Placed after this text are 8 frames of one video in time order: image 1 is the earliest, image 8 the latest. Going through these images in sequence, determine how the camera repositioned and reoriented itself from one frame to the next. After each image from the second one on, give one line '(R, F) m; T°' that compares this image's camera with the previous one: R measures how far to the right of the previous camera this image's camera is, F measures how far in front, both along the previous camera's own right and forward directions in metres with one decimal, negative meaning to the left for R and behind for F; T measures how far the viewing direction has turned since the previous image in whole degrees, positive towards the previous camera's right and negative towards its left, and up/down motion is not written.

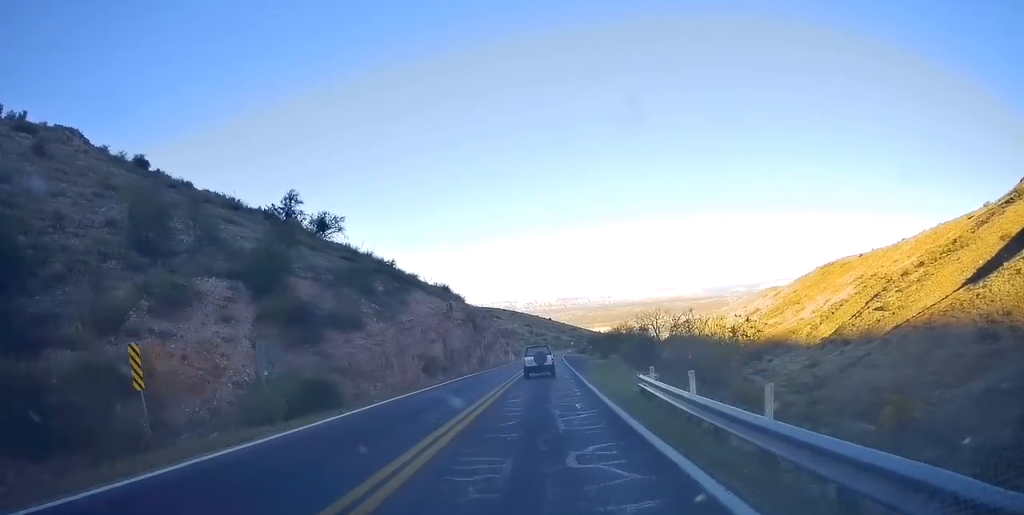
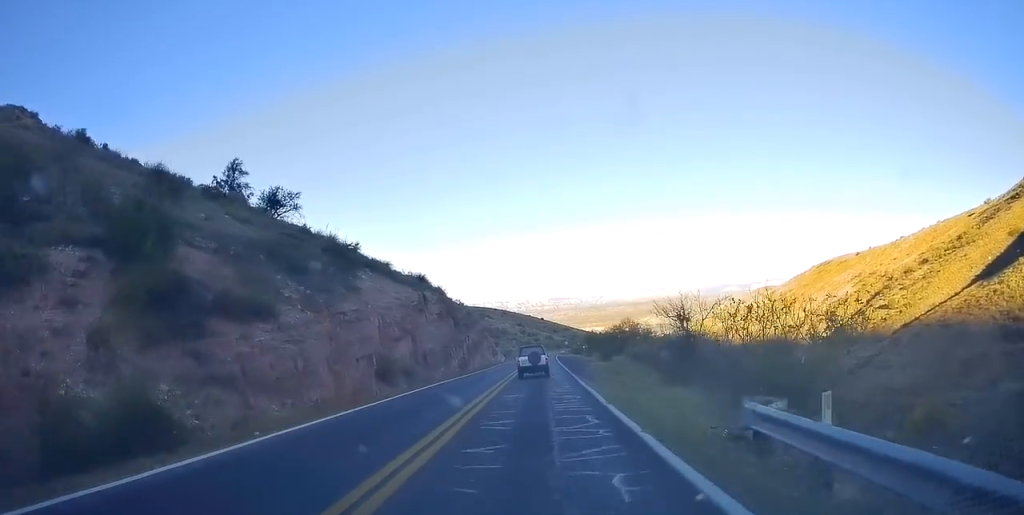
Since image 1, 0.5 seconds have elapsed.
(+0.1, +8.9) m; 0°
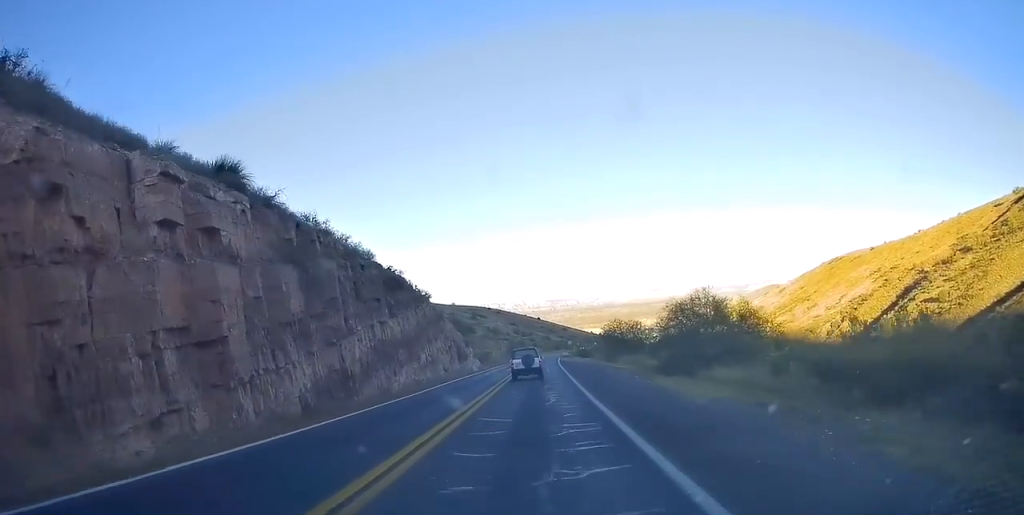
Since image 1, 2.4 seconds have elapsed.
(-0.1, +33.9) m; -1°
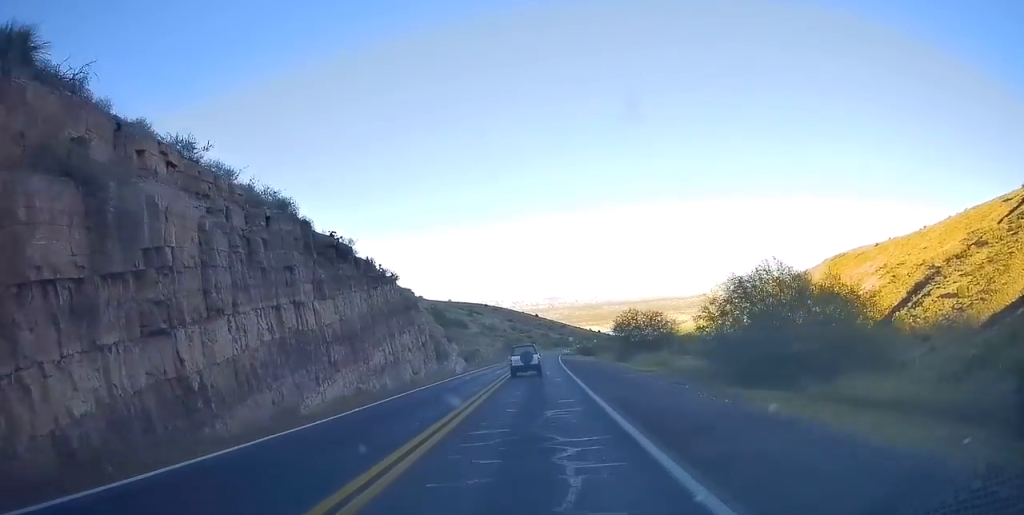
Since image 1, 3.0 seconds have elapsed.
(0.0, +11.4) m; -1°
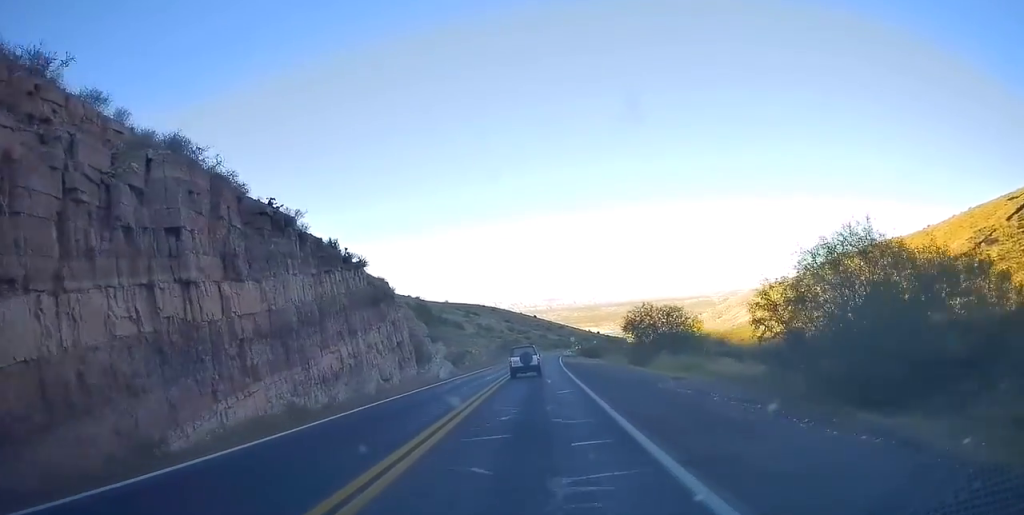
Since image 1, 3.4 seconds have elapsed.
(-0.1, +7.2) m; 0°
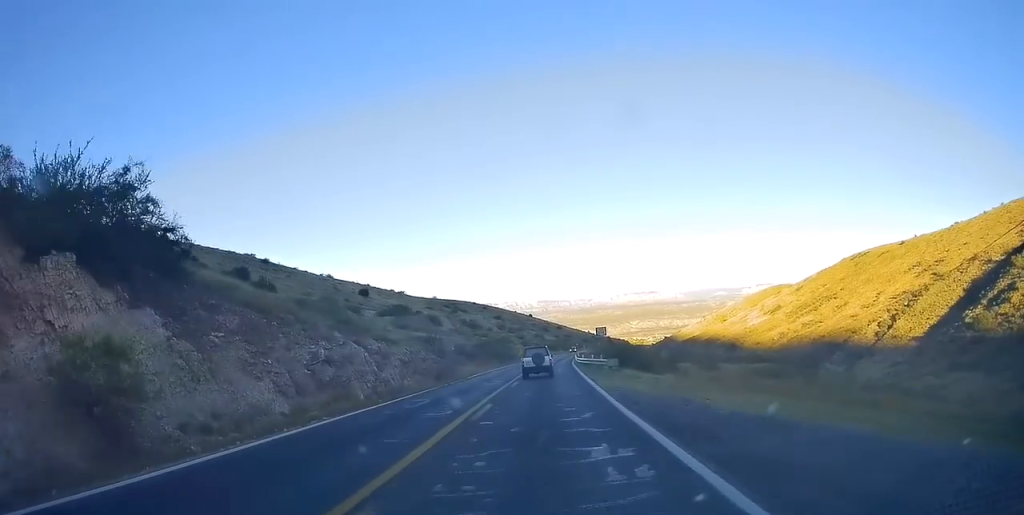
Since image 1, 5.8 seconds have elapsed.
(+0.4, +41.3) m; +1°
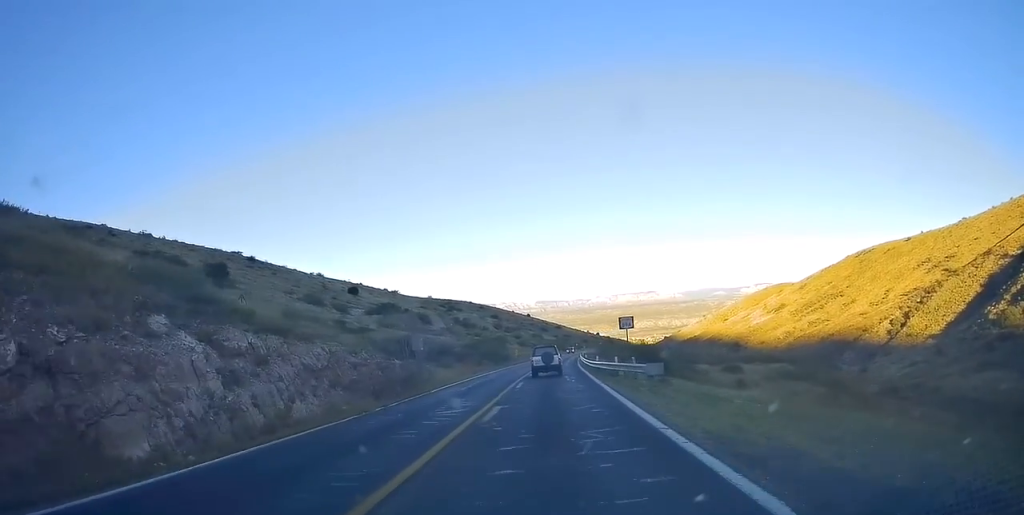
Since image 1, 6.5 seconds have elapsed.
(0.0, +12.8) m; +1°
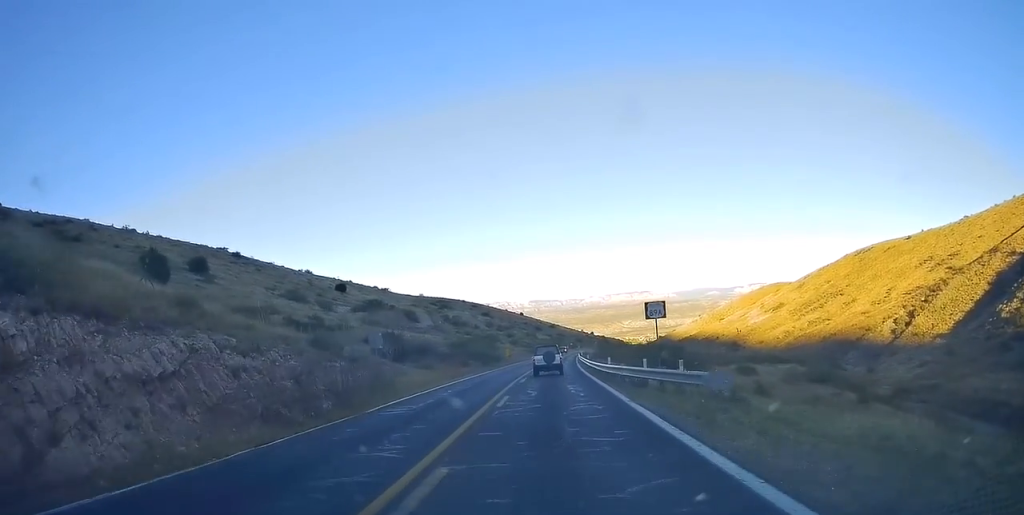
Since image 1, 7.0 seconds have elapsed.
(+0.2, +8.7) m; +1°
